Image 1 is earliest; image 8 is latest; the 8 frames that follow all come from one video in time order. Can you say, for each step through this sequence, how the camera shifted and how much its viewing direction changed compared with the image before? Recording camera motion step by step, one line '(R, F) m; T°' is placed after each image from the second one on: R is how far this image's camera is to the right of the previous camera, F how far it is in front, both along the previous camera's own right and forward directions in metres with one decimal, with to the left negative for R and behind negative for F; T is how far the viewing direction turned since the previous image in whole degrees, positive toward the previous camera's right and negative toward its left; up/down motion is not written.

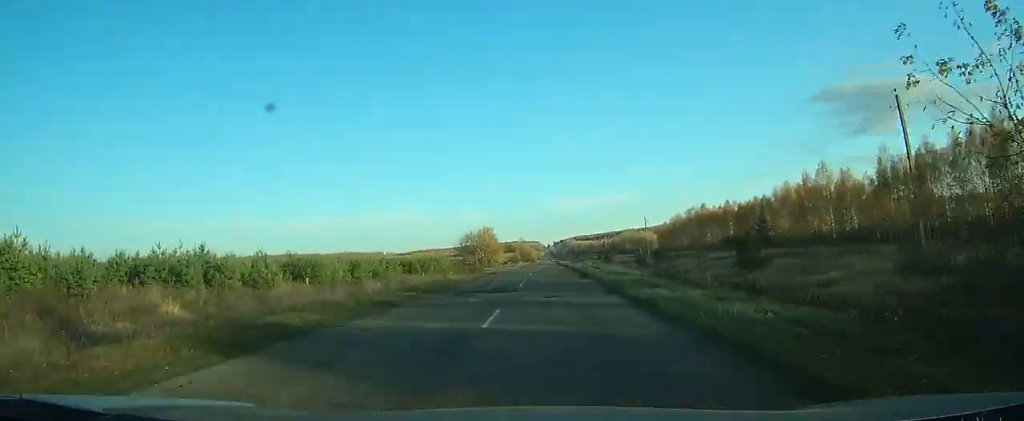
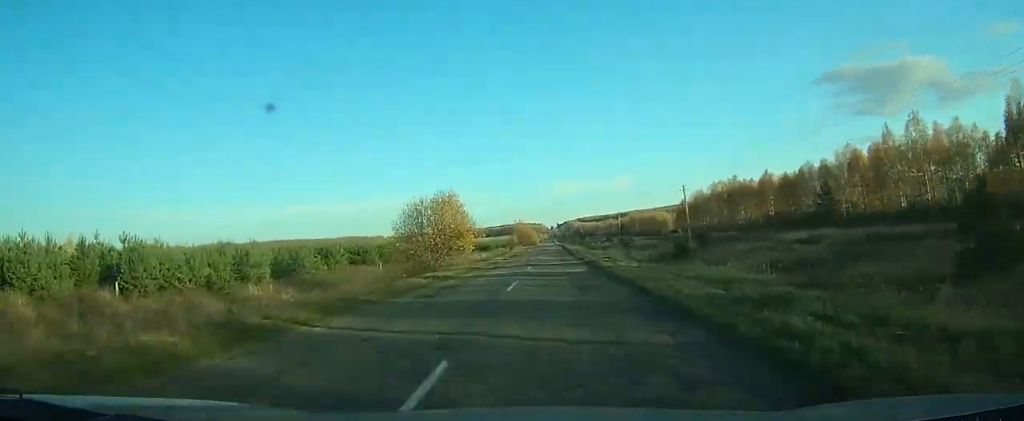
(0.0, +31.0) m; 0°
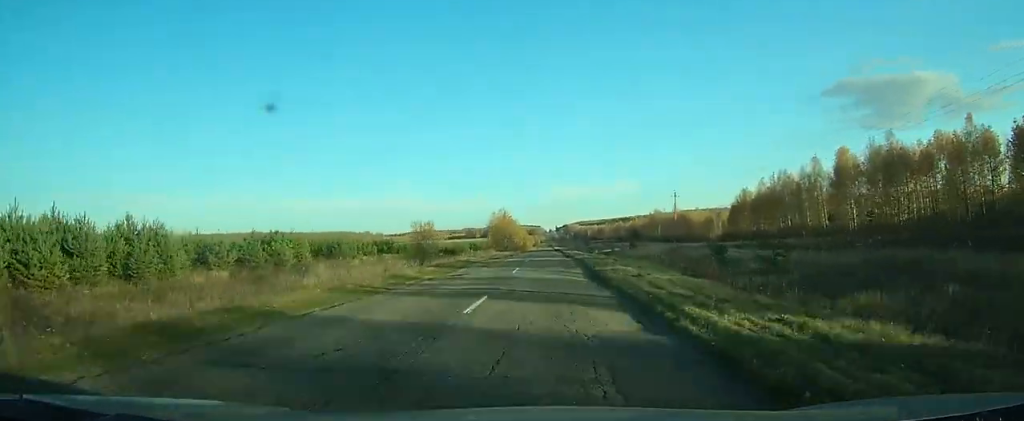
(+0.4, +76.3) m; +3°
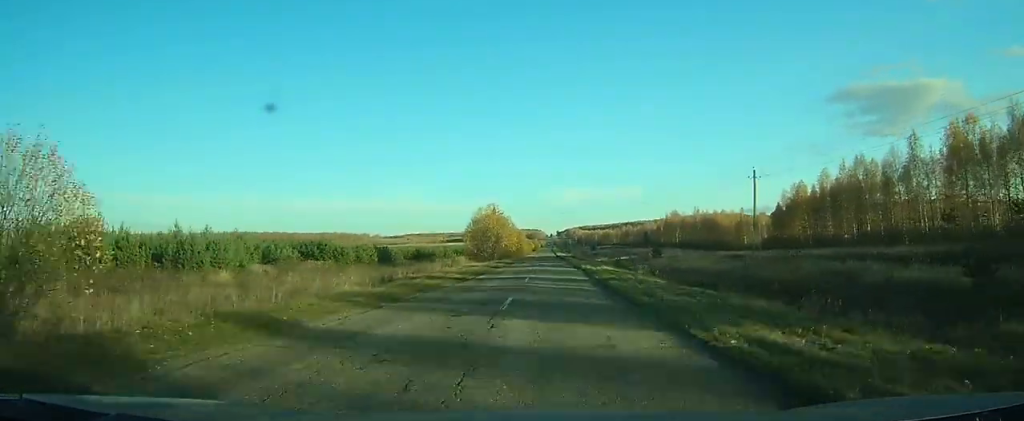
(+0.1, +30.1) m; +7°
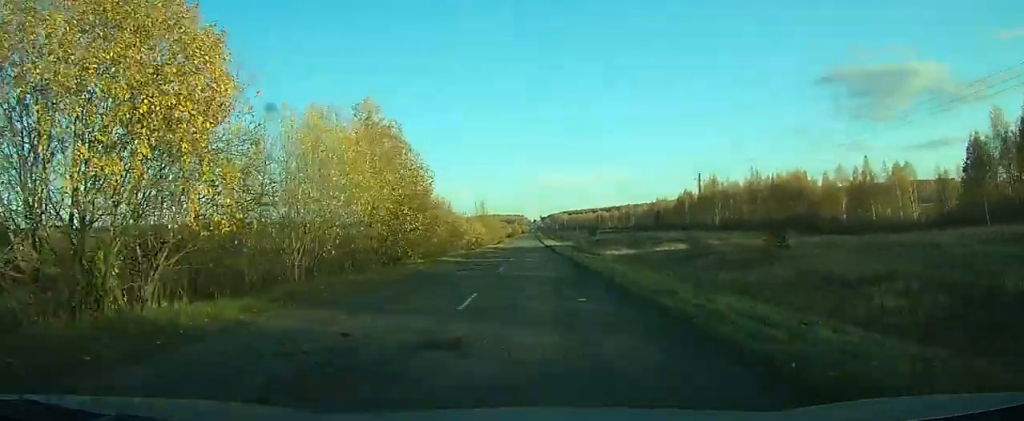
(+9.1, +56.6) m; -11°
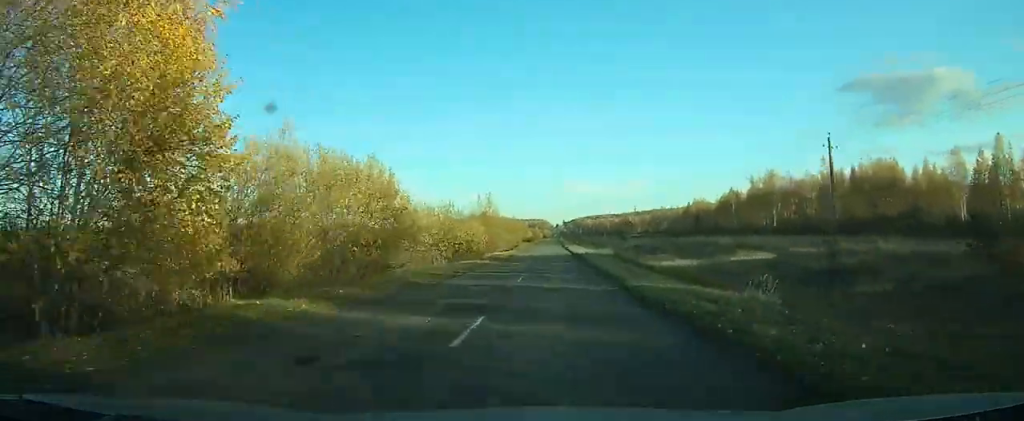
(-6.9, +30.2) m; -8°
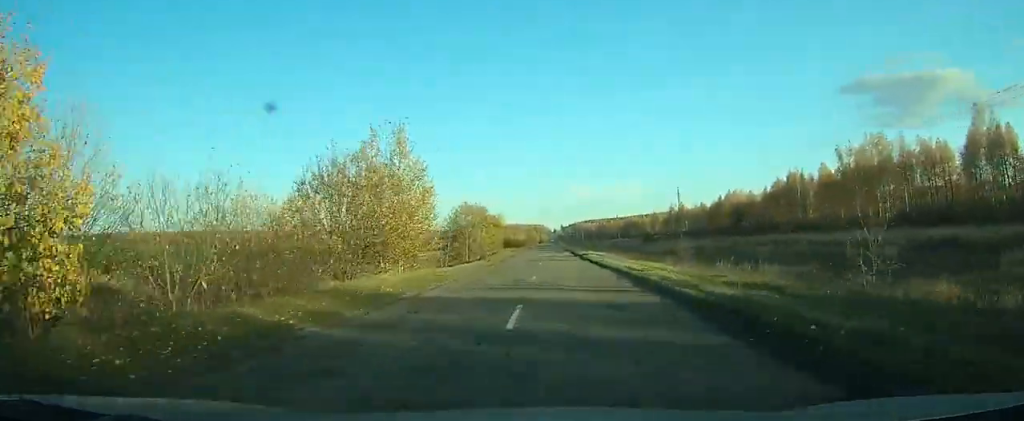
(-3.8, +59.7) m; +1°
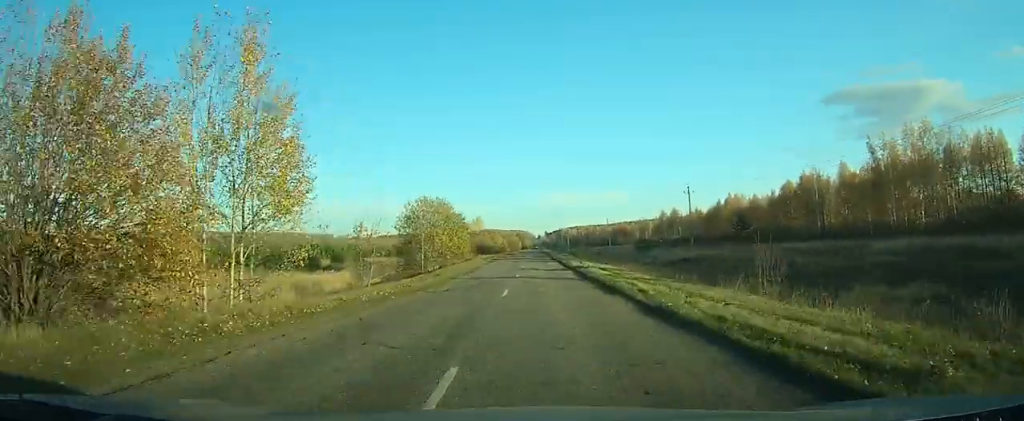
(+0.5, +19.8) m; +3°
